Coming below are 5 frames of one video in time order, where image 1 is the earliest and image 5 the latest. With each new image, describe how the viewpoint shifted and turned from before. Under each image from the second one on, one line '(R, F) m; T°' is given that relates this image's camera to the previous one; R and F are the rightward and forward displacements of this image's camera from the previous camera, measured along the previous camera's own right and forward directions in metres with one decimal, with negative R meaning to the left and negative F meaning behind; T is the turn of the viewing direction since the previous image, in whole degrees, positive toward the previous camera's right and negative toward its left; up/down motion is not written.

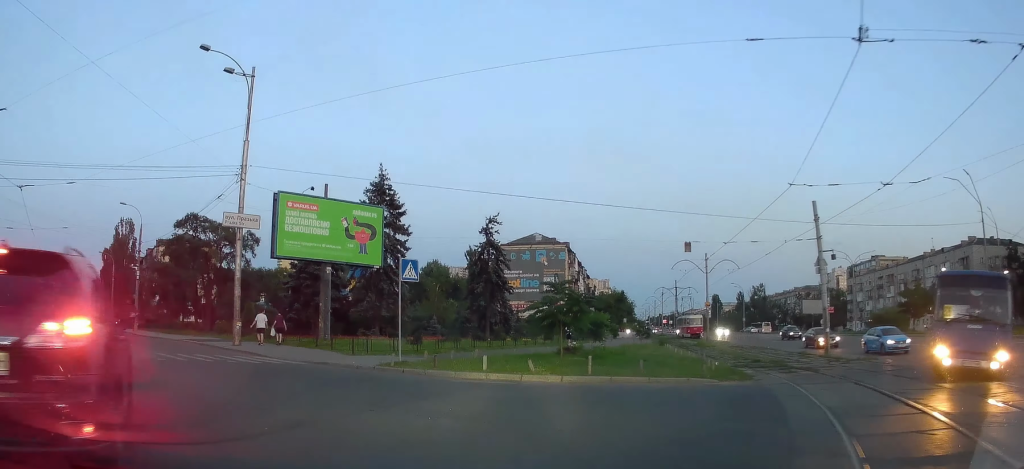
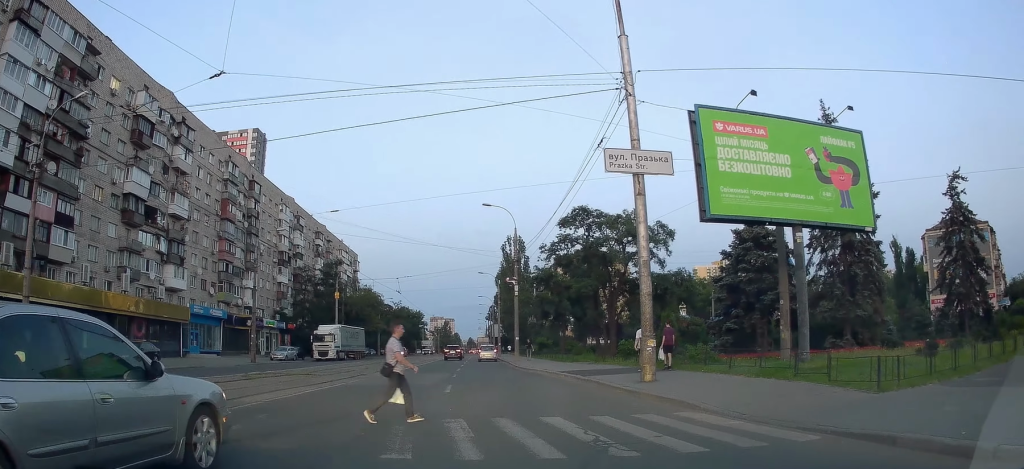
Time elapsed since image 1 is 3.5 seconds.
(-2.1, +9.2) m; -21°
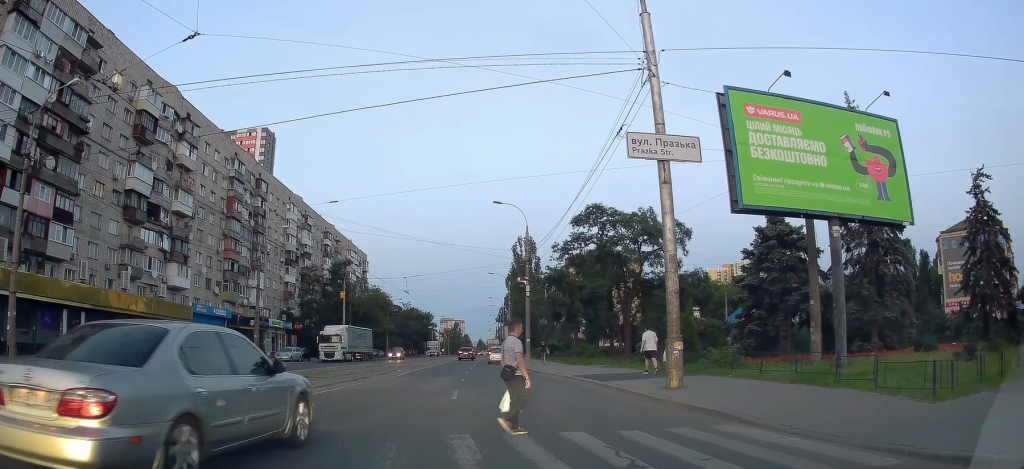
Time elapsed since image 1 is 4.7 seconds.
(0.0, +3.0) m; -5°
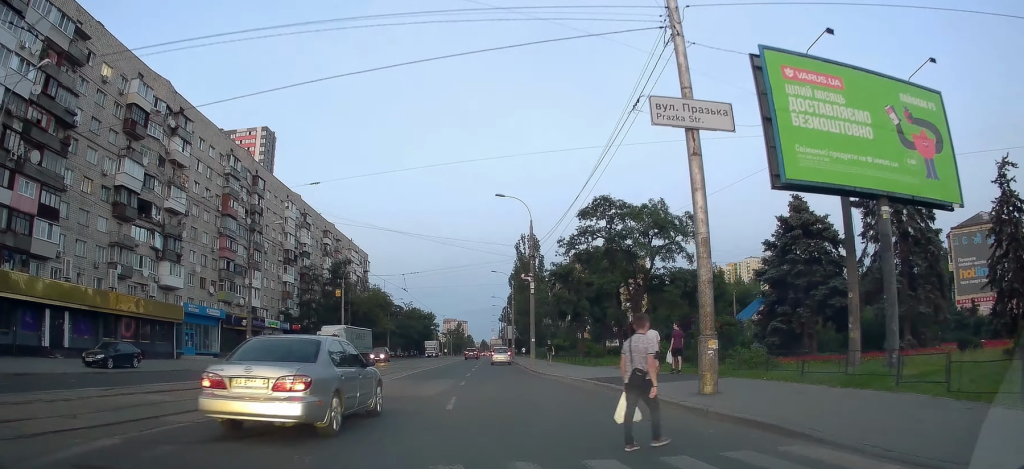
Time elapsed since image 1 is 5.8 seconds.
(-0.3, +4.4) m; -6°
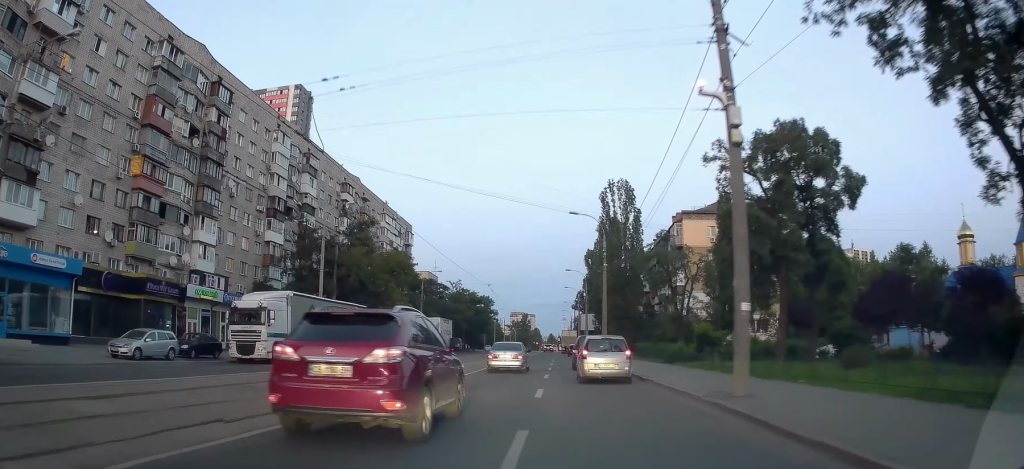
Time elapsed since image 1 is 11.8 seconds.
(-4.0, +33.4) m; -10°
